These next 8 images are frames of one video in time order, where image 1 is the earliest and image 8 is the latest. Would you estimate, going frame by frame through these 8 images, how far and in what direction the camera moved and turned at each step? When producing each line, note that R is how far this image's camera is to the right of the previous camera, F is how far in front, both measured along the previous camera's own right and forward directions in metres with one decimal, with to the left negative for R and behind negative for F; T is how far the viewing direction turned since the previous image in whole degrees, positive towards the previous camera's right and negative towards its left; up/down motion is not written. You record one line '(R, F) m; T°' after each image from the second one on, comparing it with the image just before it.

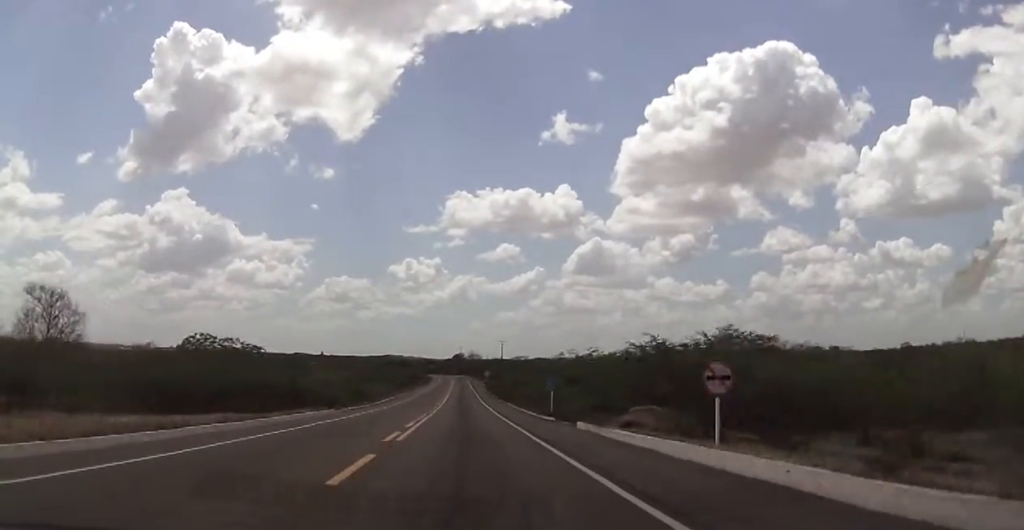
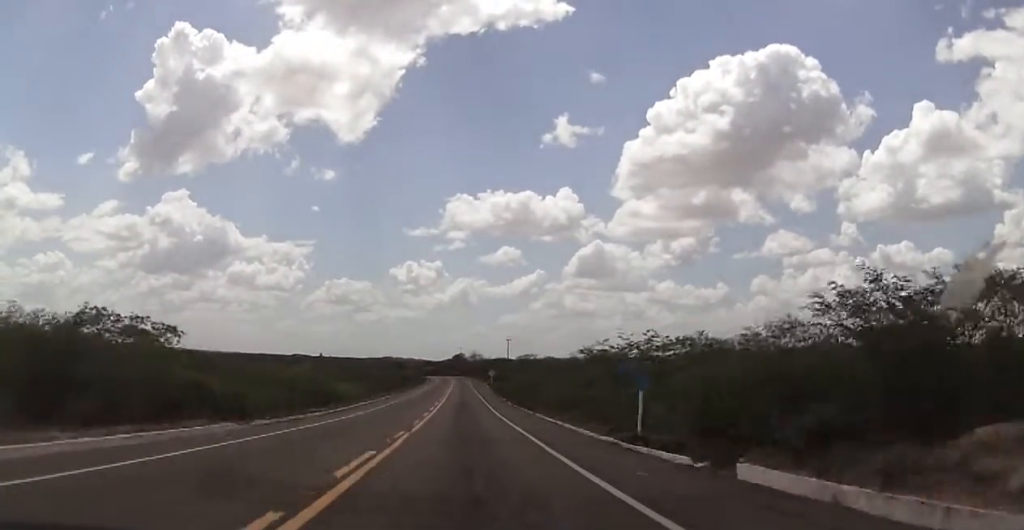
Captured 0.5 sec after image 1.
(0.0, +19.5) m; 0°
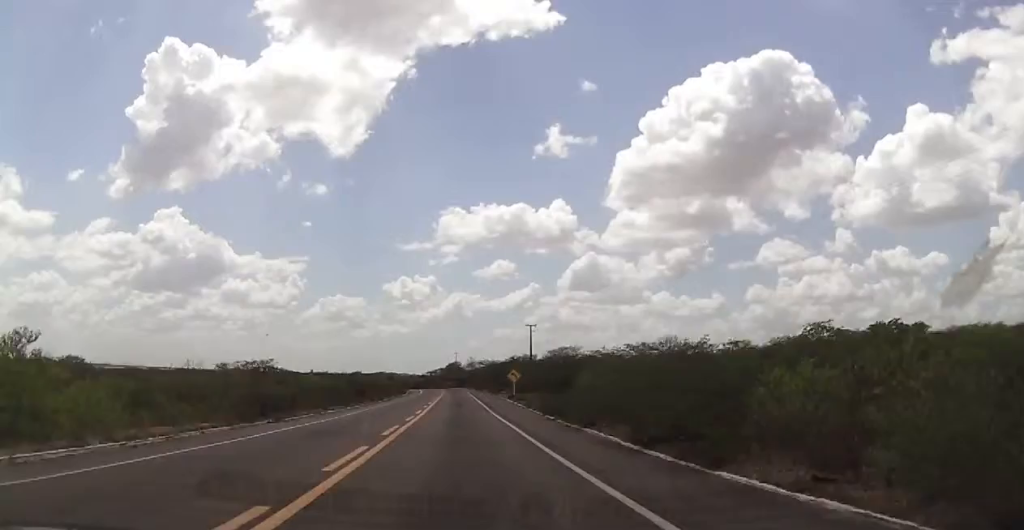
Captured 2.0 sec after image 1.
(+0.2, +57.8) m; 0°
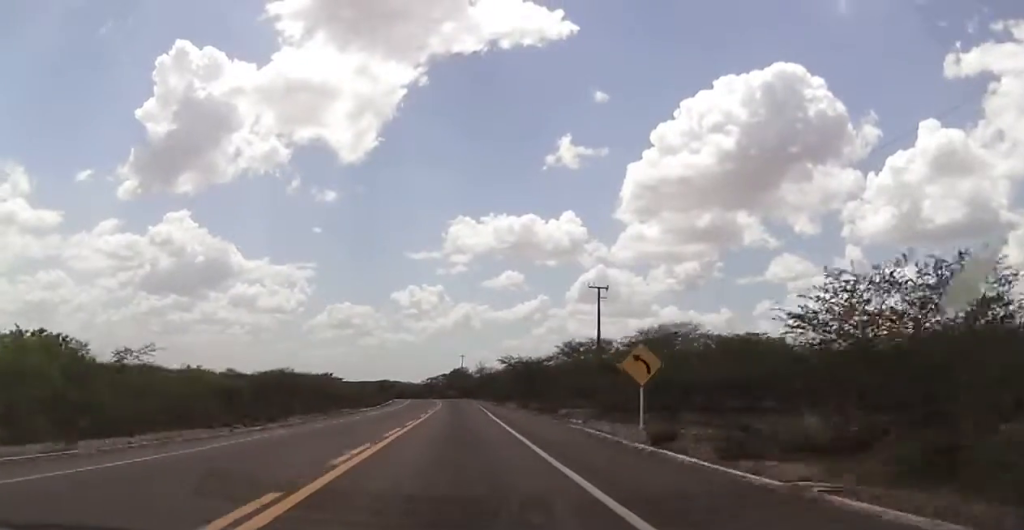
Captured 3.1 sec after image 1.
(-0.4, +44.8) m; 0°
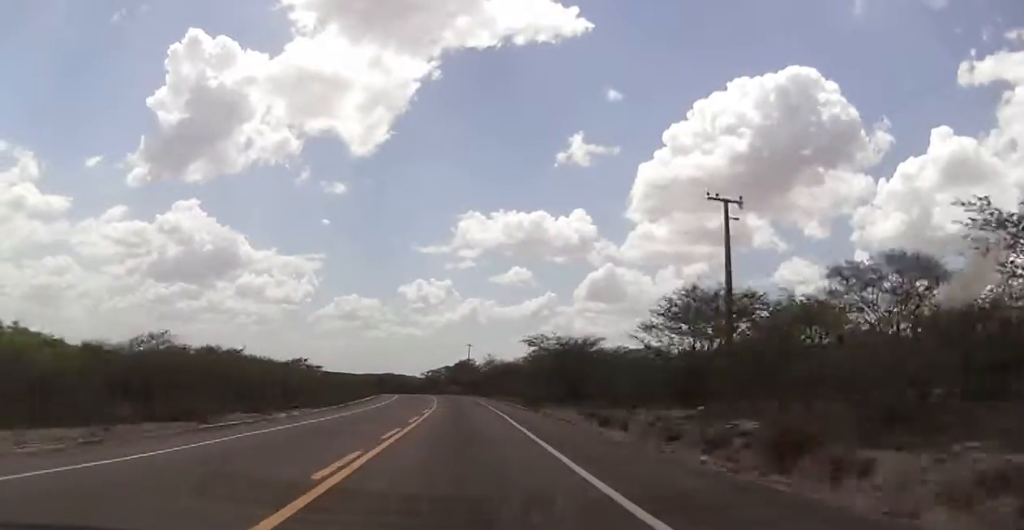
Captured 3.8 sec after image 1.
(+0.4, +25.6) m; 0°
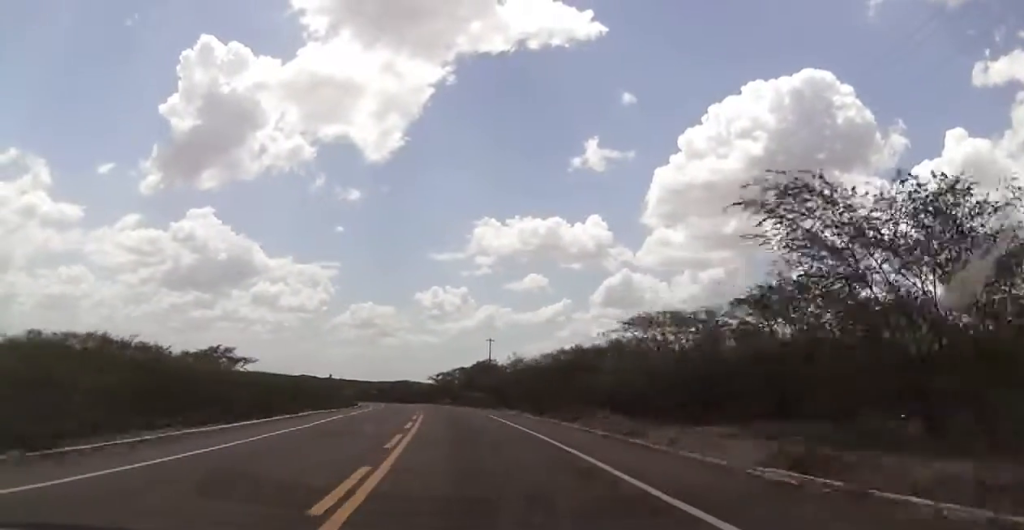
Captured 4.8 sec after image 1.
(-0.3, +40.0) m; -1°
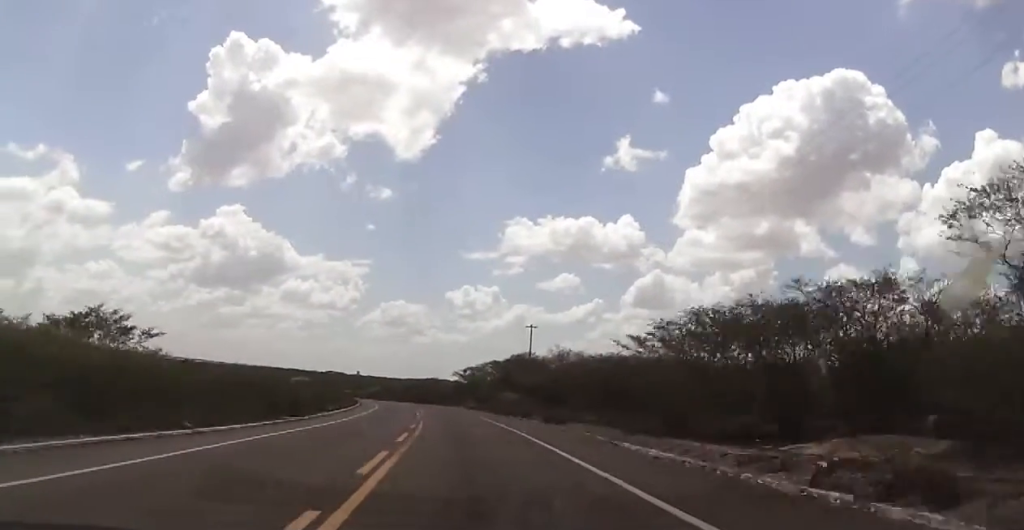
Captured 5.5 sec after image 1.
(-0.2, +25.7) m; -1°
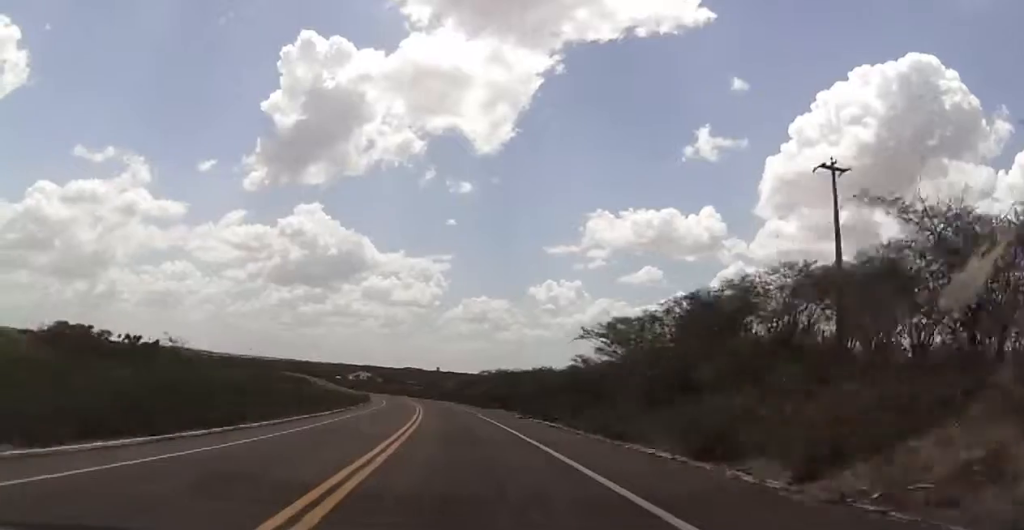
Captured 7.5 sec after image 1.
(-3.2, +71.2) m; -6°
